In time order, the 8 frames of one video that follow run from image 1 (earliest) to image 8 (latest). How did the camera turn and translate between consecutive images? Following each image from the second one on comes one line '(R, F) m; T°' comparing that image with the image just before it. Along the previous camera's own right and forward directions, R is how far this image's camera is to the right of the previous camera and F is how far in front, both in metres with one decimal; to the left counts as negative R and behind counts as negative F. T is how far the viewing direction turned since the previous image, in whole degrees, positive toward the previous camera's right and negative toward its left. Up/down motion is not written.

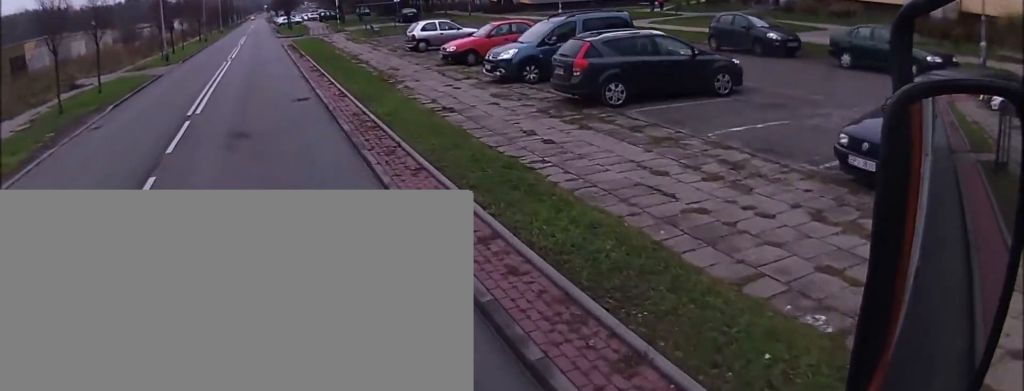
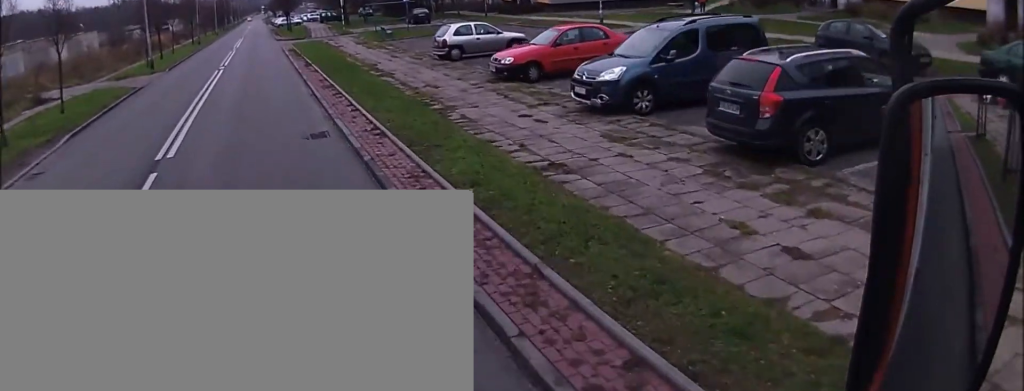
(+0.3, +5.4) m; +2°
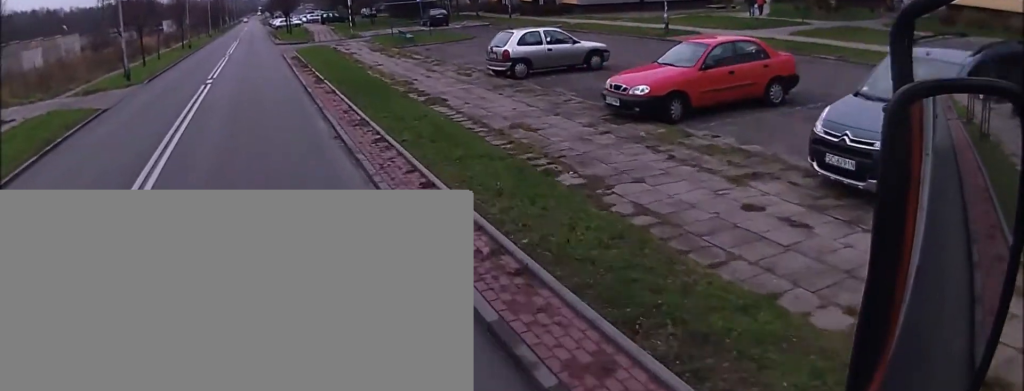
(+0.1, +6.0) m; +1°
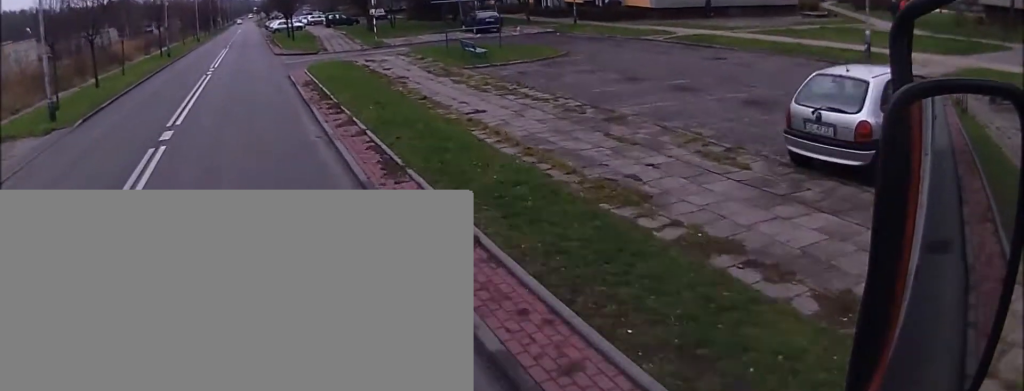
(+0.1, +11.7) m; +1°
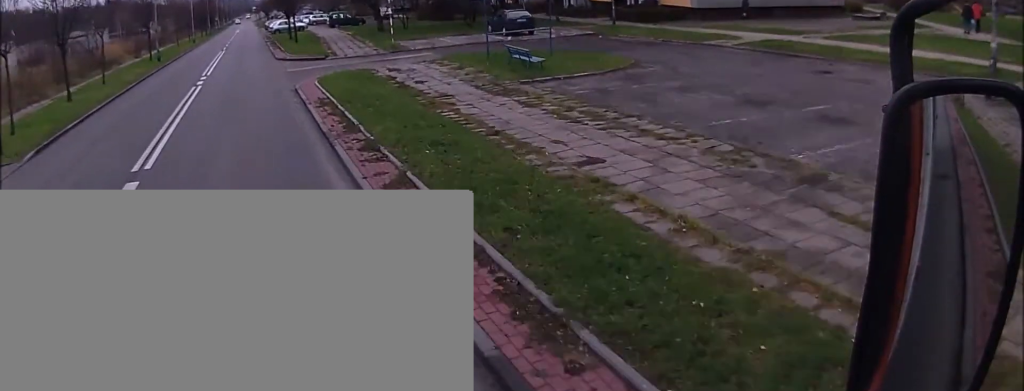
(0.0, +4.7) m; 0°
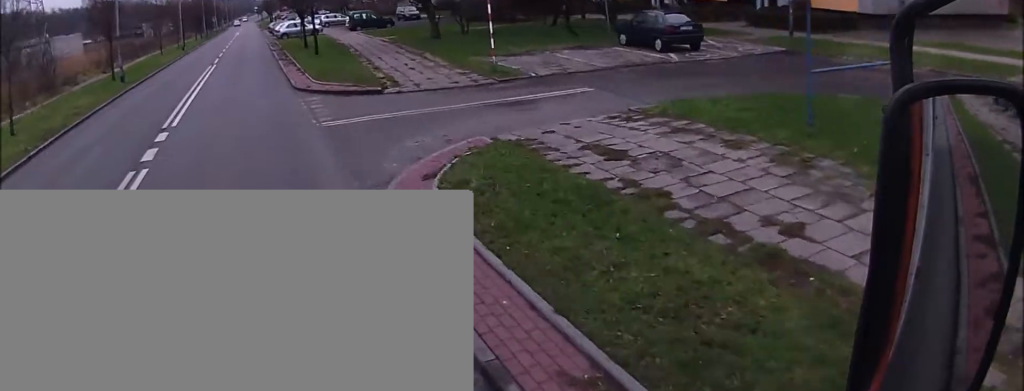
(-0.4, +14.7) m; -1°
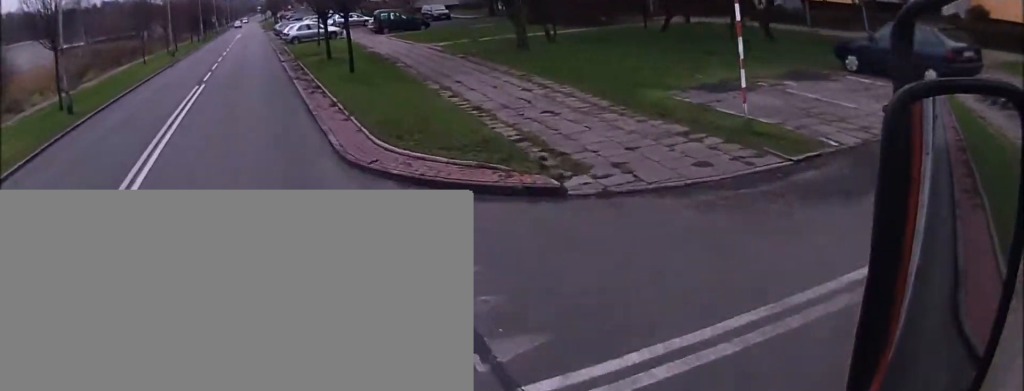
(+0.3, +10.2) m; +2°
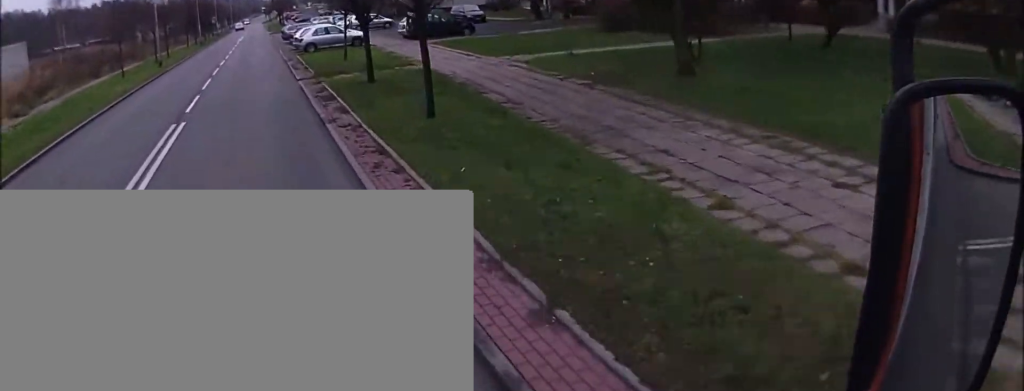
(+0.1, +8.5) m; +1°
